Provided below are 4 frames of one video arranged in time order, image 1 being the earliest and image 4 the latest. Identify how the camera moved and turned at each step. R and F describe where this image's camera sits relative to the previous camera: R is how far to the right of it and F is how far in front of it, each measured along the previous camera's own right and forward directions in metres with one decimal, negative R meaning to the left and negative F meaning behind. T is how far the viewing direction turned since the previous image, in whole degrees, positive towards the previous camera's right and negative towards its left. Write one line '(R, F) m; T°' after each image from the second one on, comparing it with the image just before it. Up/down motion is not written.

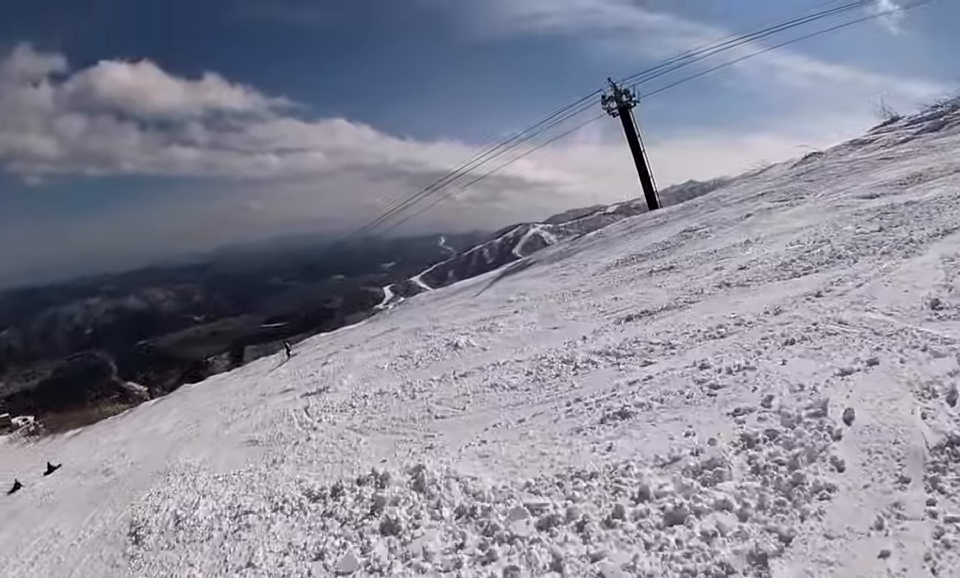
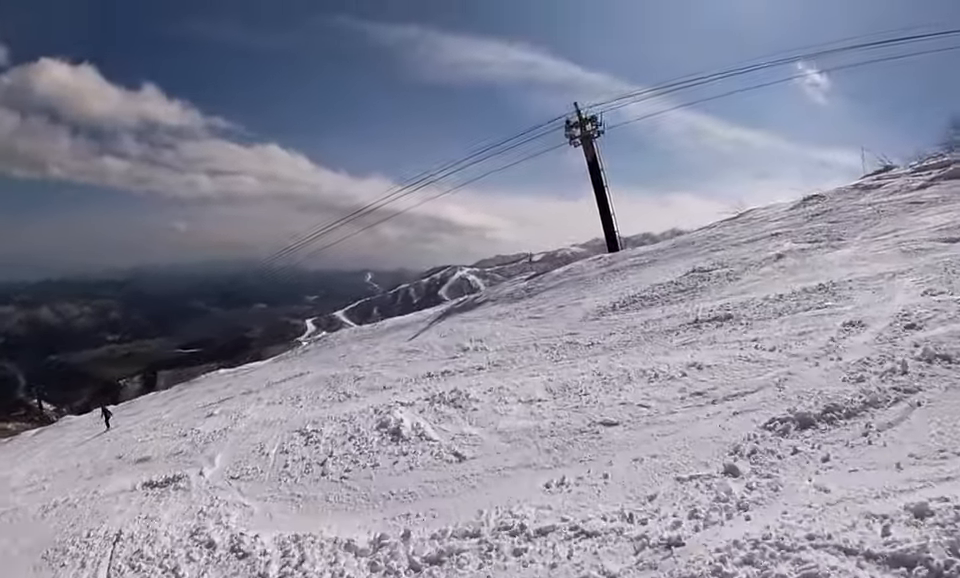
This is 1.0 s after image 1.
(+0.6, +4.3) m; +10°
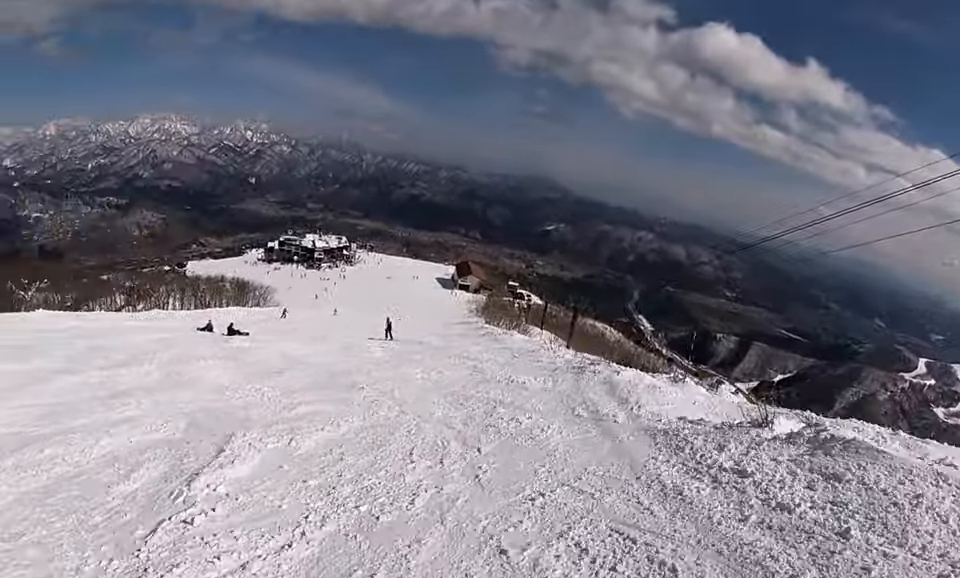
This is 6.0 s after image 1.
(-8.7, +15.9) m; -72°
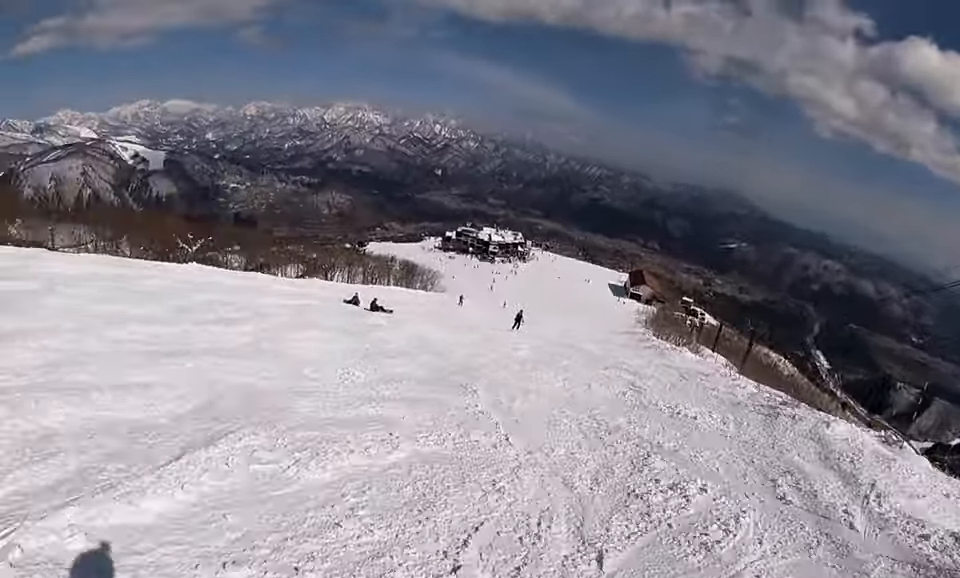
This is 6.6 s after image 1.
(-0.1, +3.2) m; -2°
